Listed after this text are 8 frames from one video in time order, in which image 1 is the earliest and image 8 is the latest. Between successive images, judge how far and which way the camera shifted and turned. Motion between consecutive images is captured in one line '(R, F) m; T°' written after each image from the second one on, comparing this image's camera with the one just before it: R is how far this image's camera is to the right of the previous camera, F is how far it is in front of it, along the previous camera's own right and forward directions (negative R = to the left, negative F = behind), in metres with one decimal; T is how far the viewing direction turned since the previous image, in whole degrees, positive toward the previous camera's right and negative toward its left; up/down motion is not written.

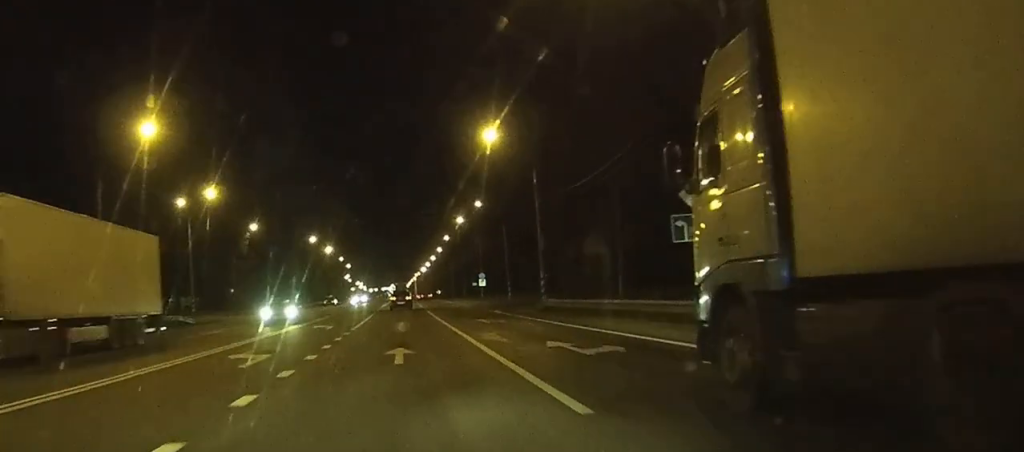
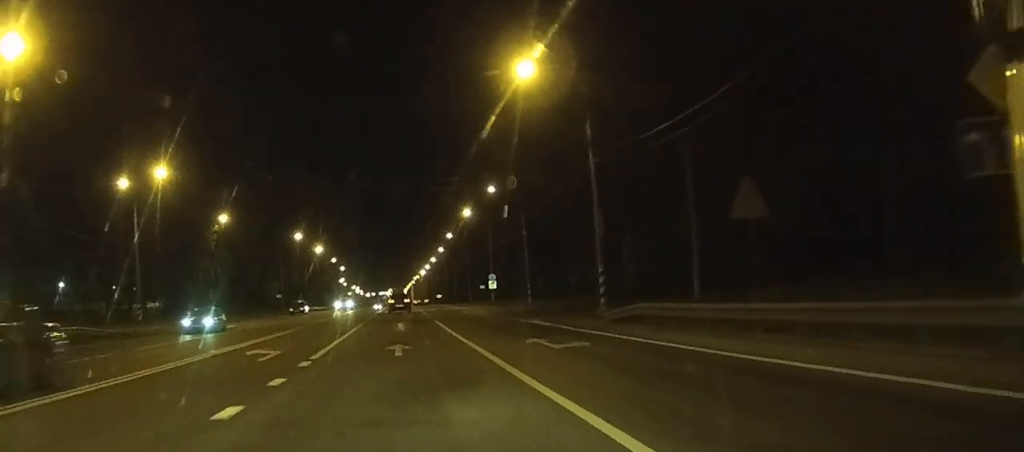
(0.0, +16.8) m; 0°
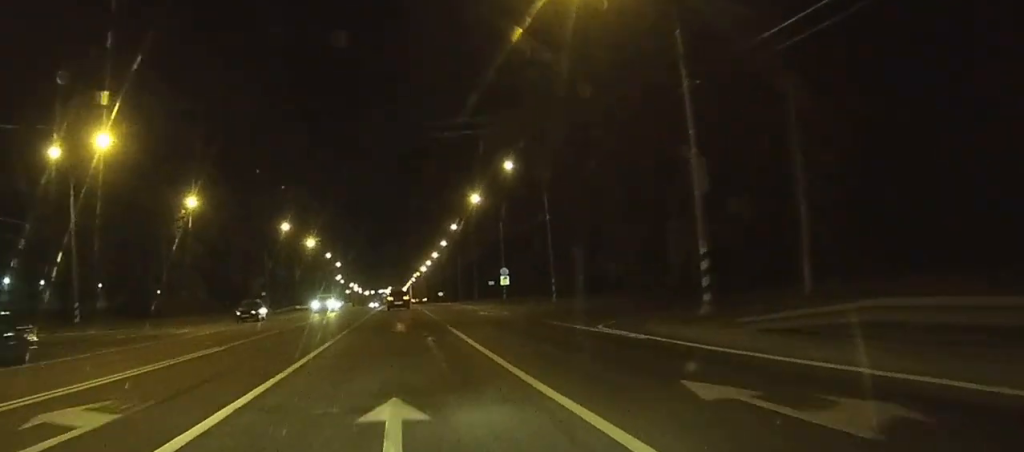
(0.0, +13.4) m; 0°
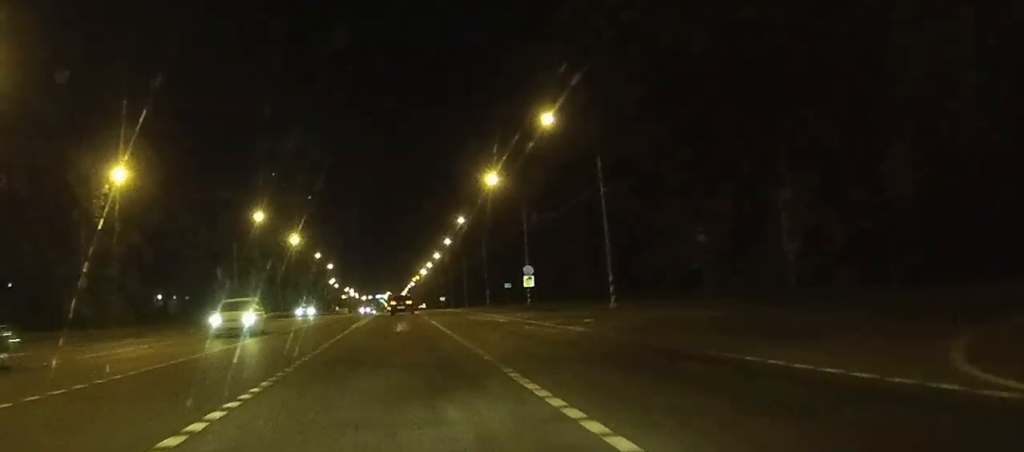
(0.0, +19.4) m; 0°
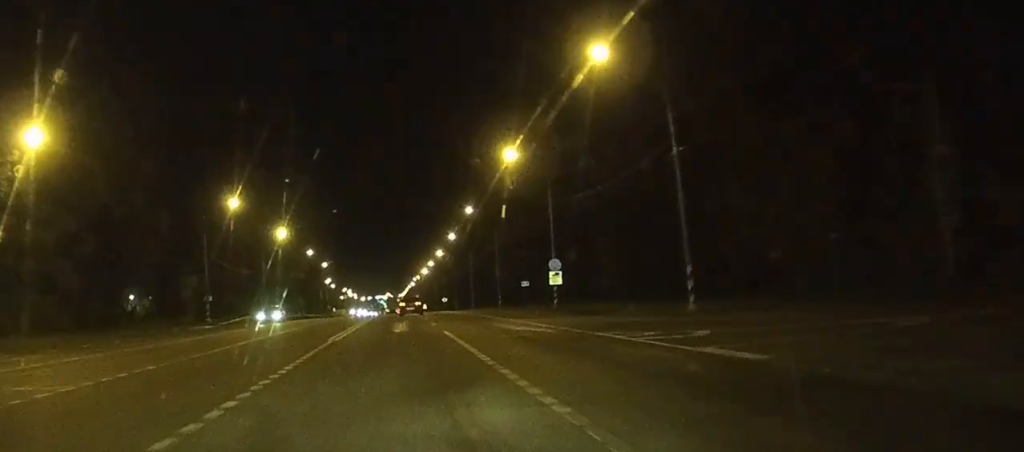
(0.0, +13.7) m; 0°
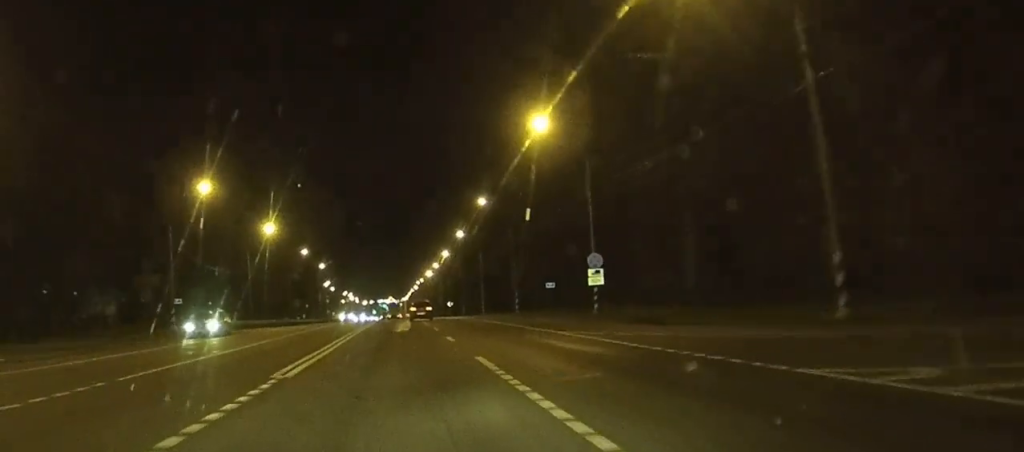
(0.0, +12.8) m; 0°
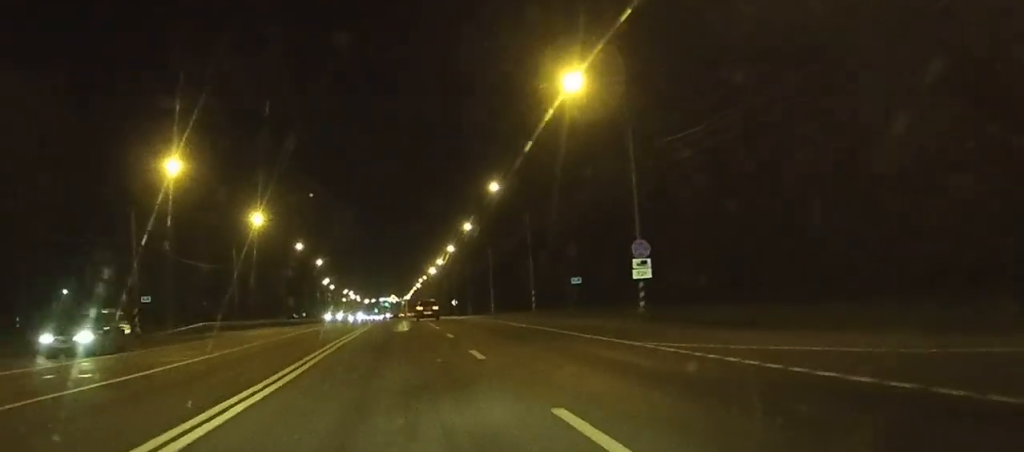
(0.0, +9.8) m; 0°
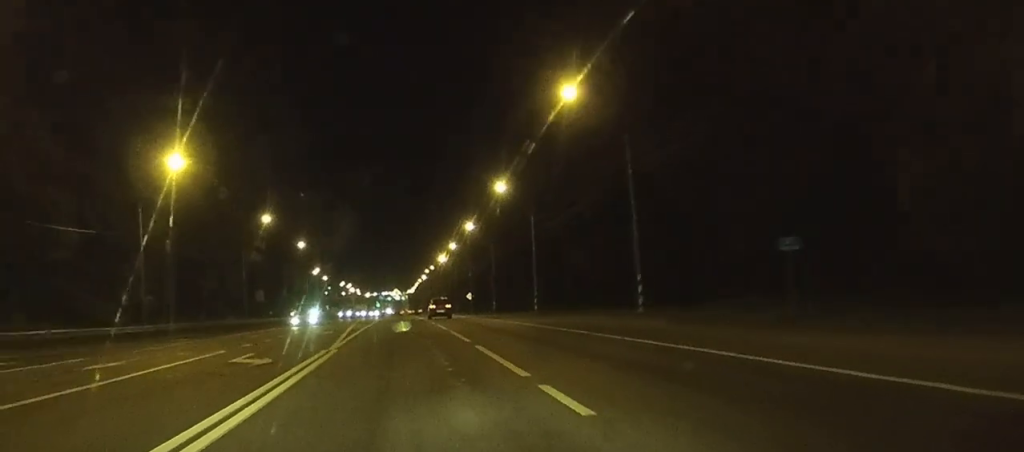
(-0.1, +34.2) m; 0°
